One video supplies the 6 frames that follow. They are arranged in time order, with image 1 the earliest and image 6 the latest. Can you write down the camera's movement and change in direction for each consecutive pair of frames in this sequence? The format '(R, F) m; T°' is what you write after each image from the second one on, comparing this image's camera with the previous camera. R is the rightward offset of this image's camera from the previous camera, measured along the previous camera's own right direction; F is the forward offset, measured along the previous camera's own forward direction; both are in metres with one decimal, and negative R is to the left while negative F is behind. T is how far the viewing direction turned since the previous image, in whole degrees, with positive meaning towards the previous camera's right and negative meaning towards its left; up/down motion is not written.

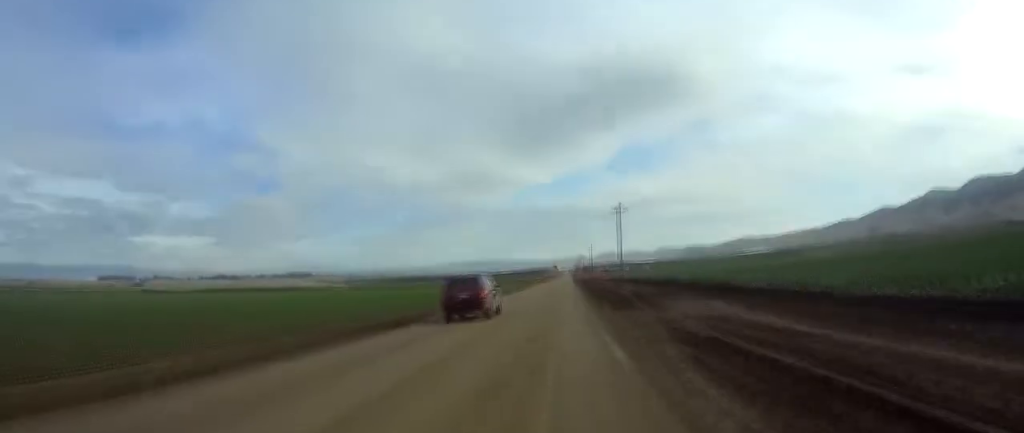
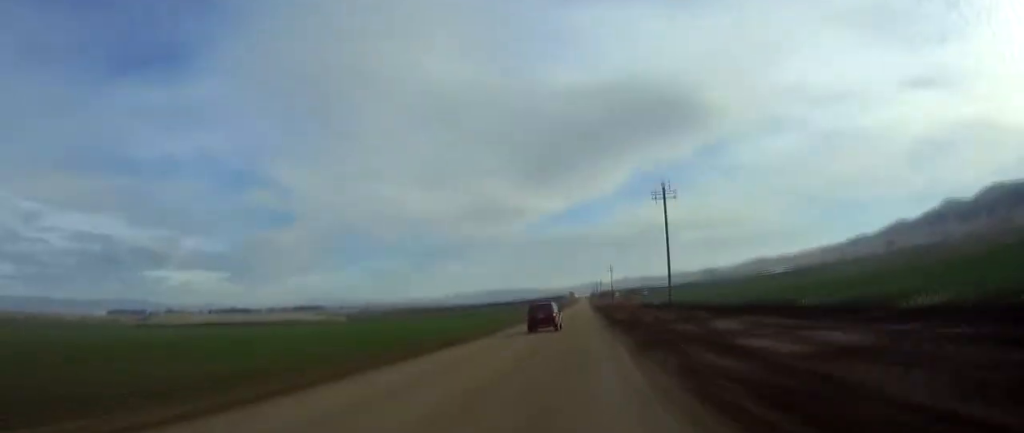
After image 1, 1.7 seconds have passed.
(-0.1, +40.1) m; 0°
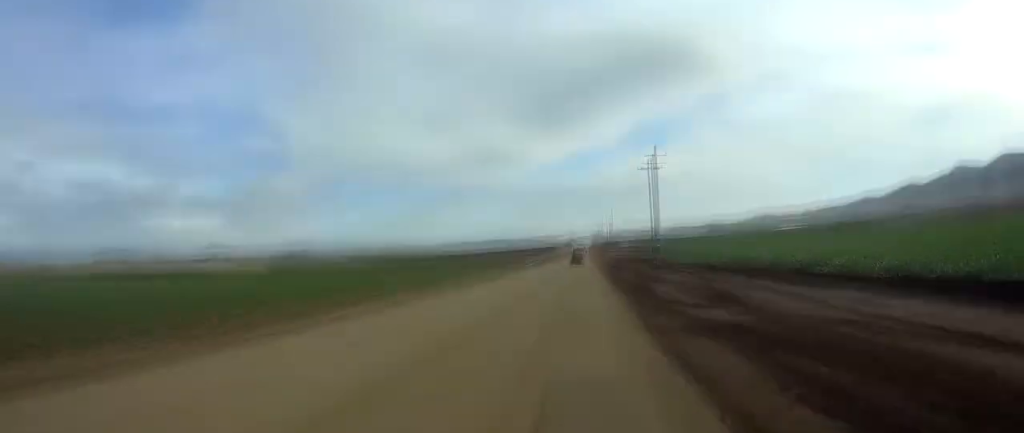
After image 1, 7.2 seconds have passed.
(0.0, +125.5) m; 0°
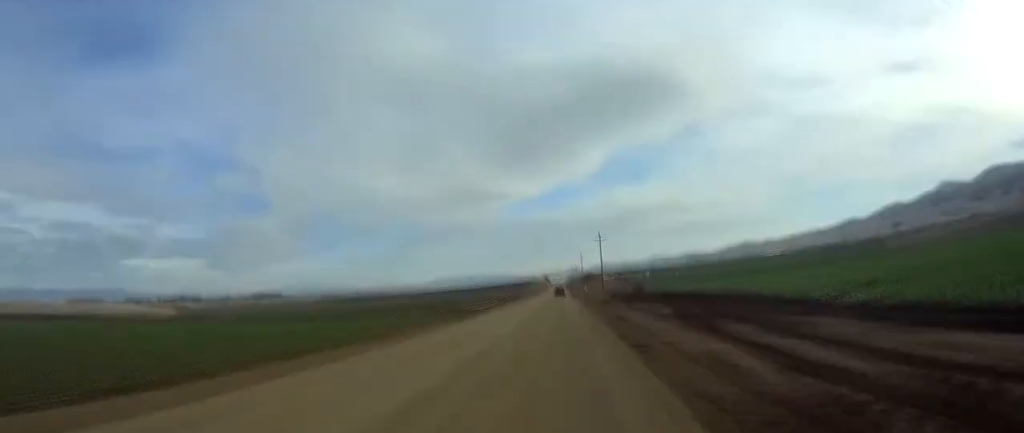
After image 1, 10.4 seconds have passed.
(0.0, +73.2) m; 0°
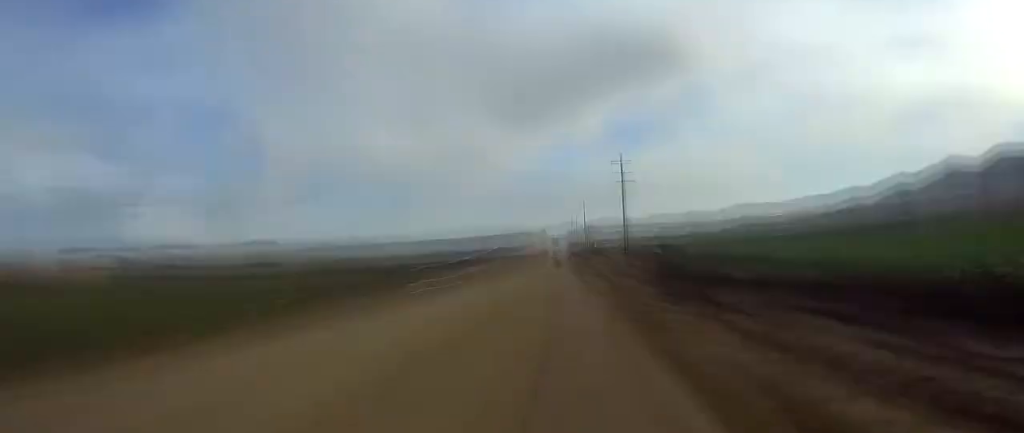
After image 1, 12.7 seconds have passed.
(+0.1, +51.9) m; 0°
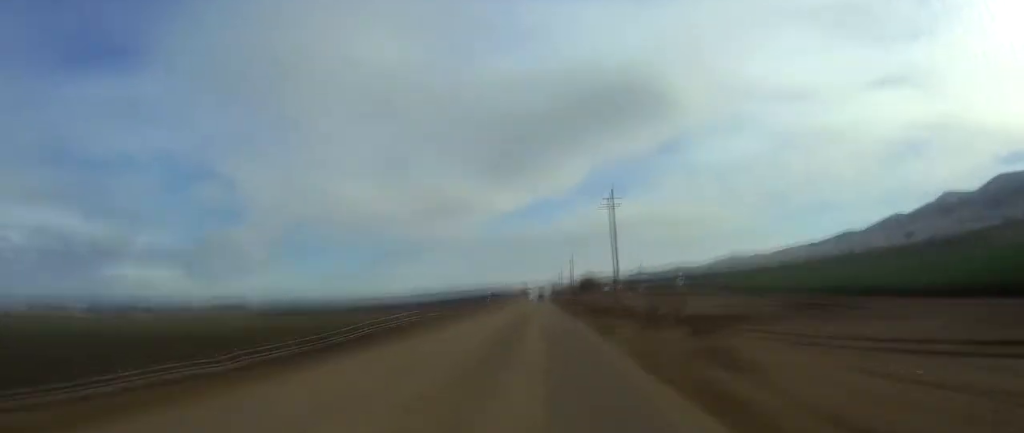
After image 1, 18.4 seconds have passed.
(+0.6, +130.3) m; +1°
